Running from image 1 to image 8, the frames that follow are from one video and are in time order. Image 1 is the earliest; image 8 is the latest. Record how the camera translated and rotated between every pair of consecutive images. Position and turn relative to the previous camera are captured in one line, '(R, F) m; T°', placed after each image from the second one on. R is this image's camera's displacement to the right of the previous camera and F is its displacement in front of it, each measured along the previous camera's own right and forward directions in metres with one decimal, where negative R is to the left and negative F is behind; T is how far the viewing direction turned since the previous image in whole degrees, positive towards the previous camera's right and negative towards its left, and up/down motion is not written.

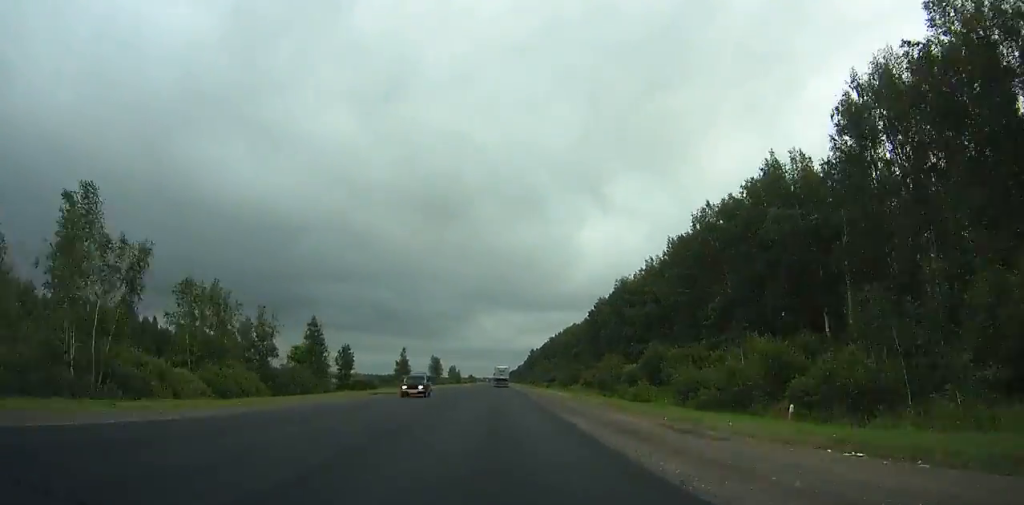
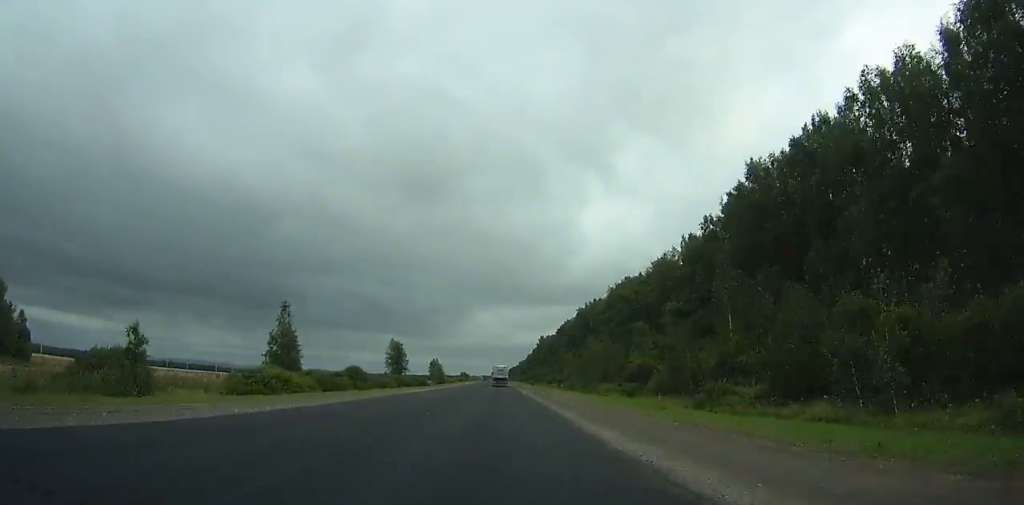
(+0.9, +127.4) m; +1°
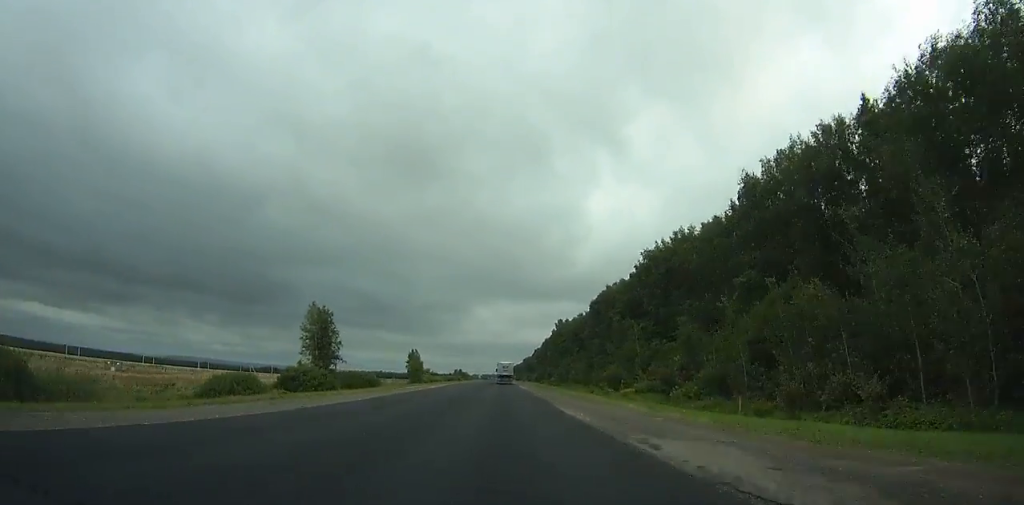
(+1.1, +101.1) m; 0°
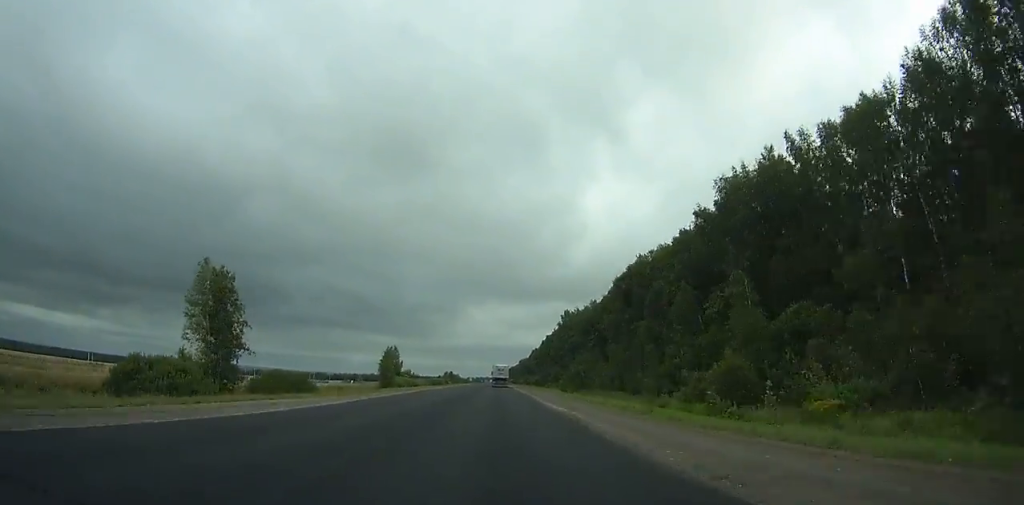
(-0.4, +41.9) m; -1°
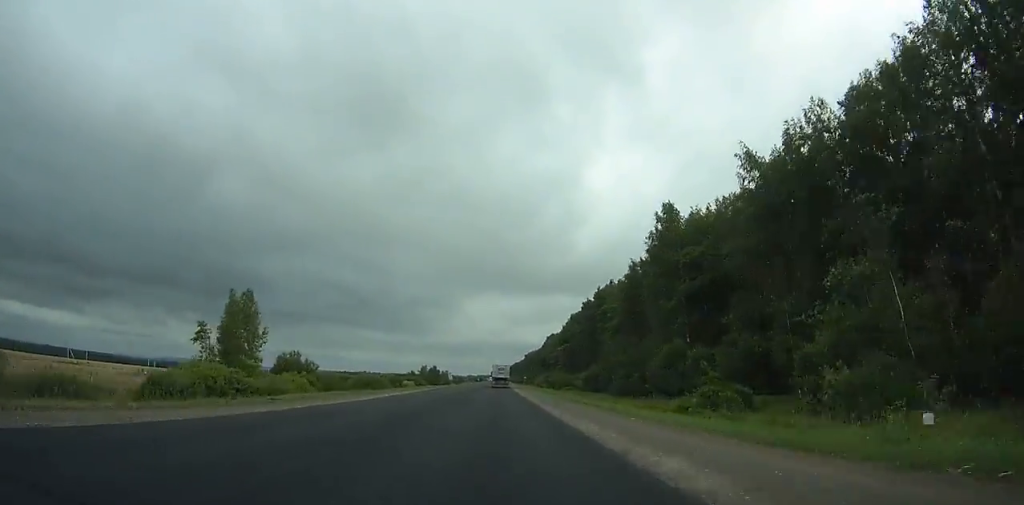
(-2.8, +111.1) m; -1°
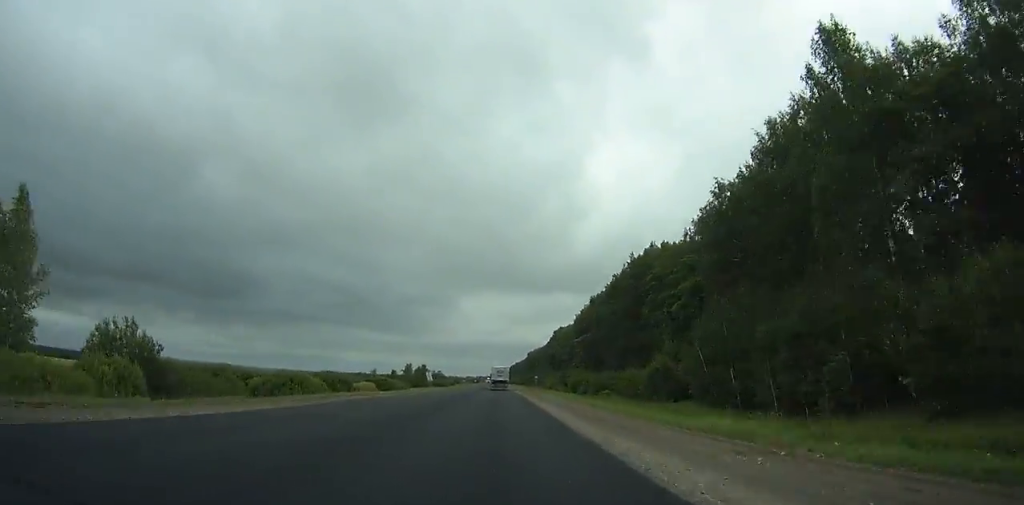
(+0.8, +40.7) m; +1°
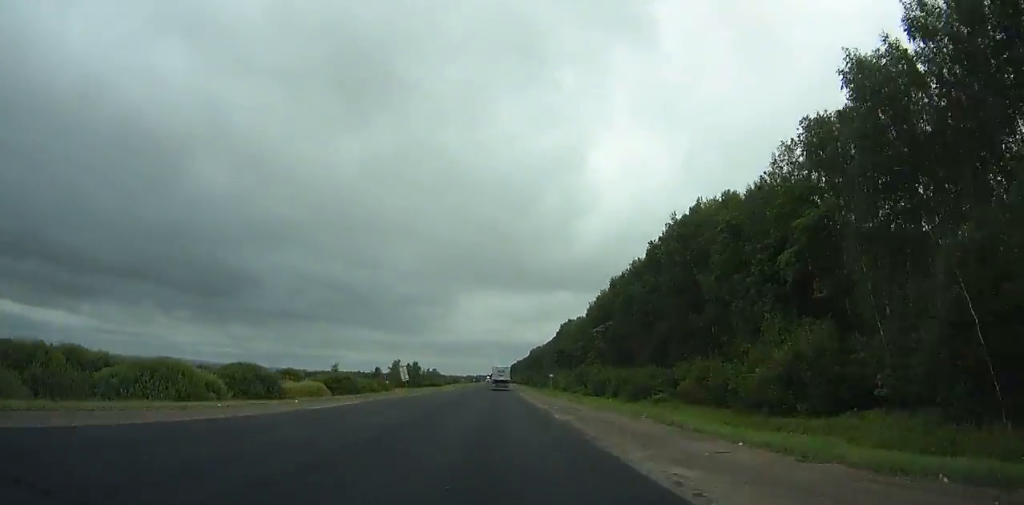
(+0.2, +26.0) m; 0°
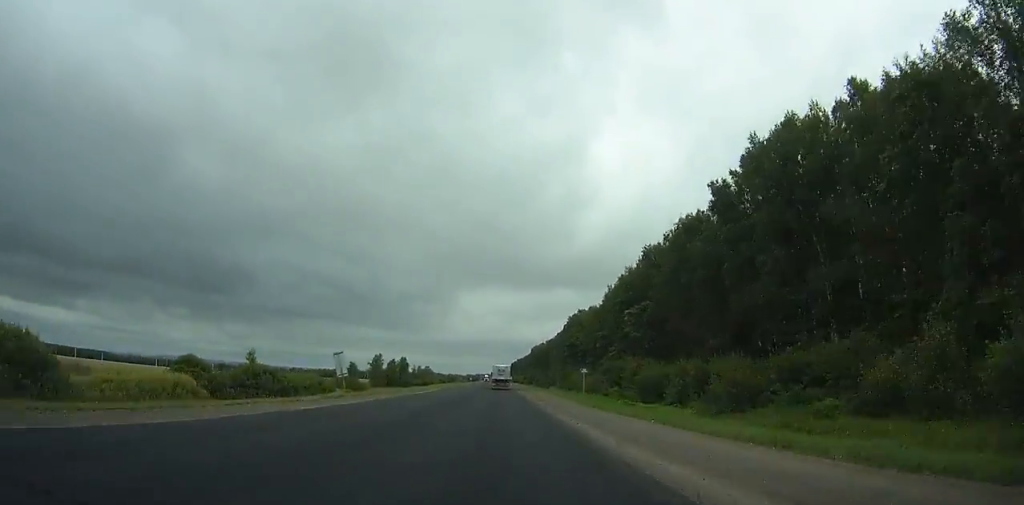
(-0.1, +29.2) m; 0°
